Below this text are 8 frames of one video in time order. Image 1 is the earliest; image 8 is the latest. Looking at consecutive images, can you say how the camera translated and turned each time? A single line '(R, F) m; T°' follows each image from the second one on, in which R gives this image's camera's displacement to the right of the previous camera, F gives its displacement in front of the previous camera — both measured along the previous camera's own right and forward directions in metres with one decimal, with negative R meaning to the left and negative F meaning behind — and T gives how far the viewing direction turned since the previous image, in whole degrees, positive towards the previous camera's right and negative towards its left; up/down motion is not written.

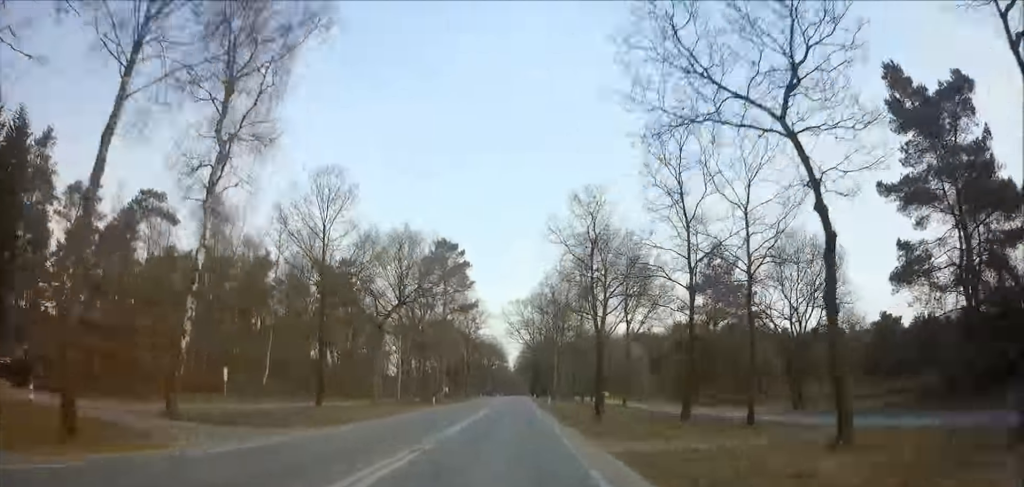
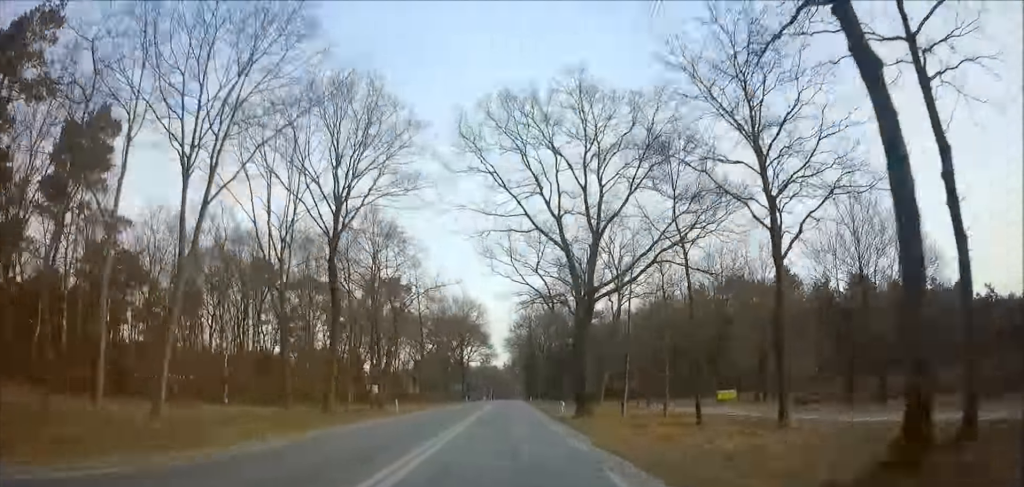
(+0.6, +64.9) m; +1°
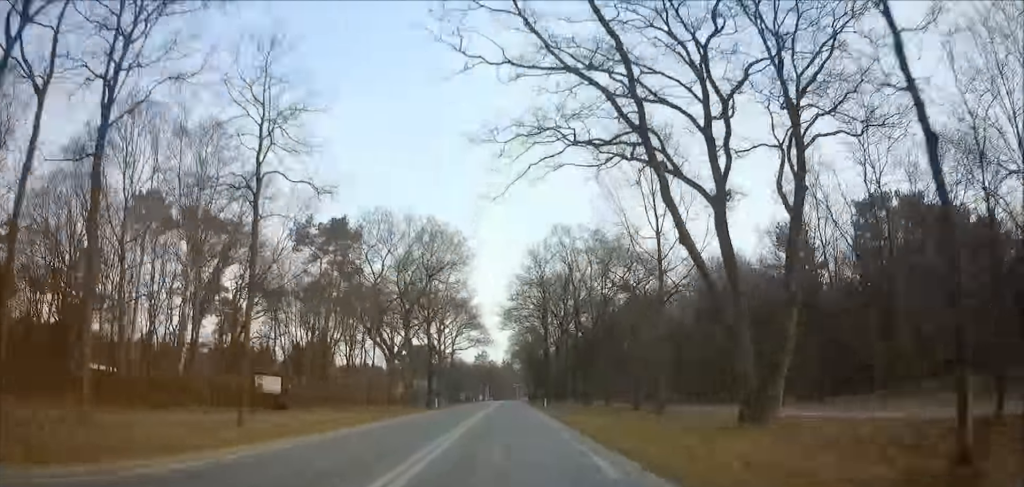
(+0.2, +33.3) m; 0°
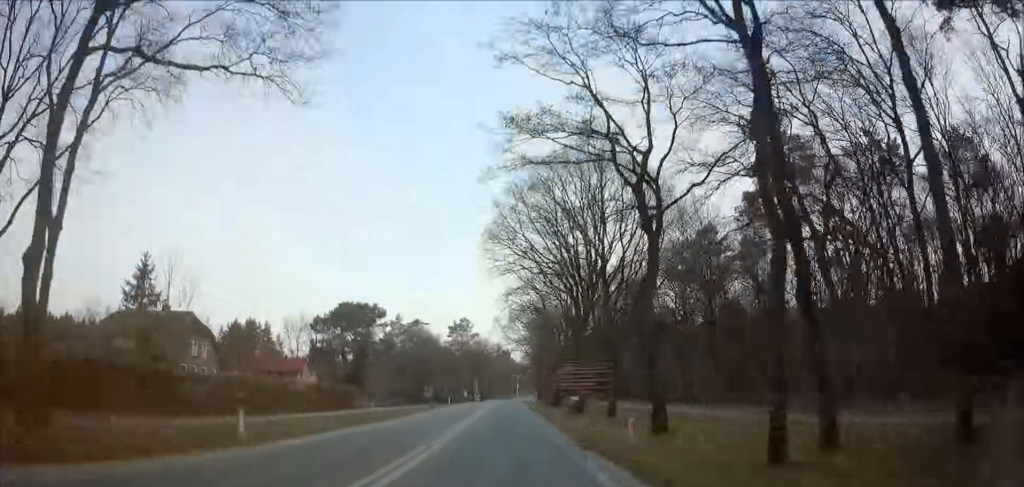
(+0.3, +84.6) m; 0°
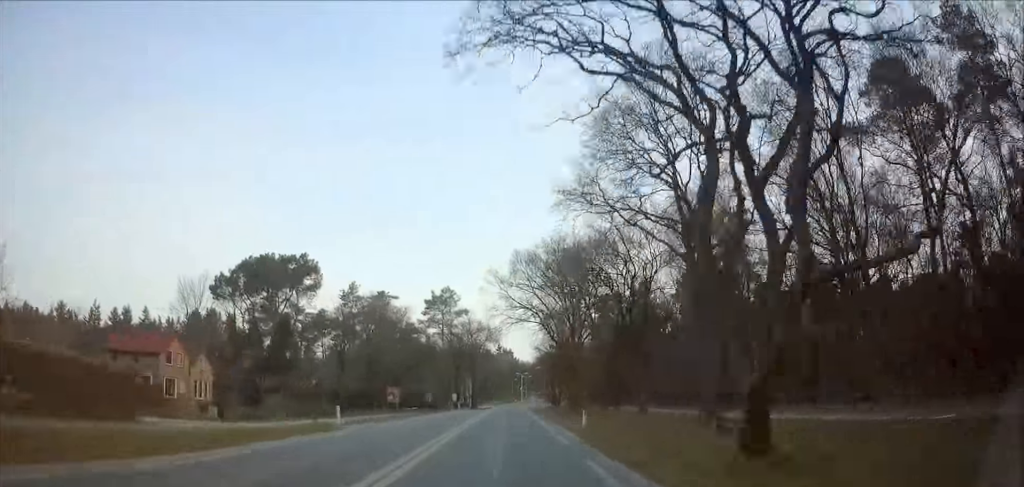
(0.0, +41.7) m; 0°
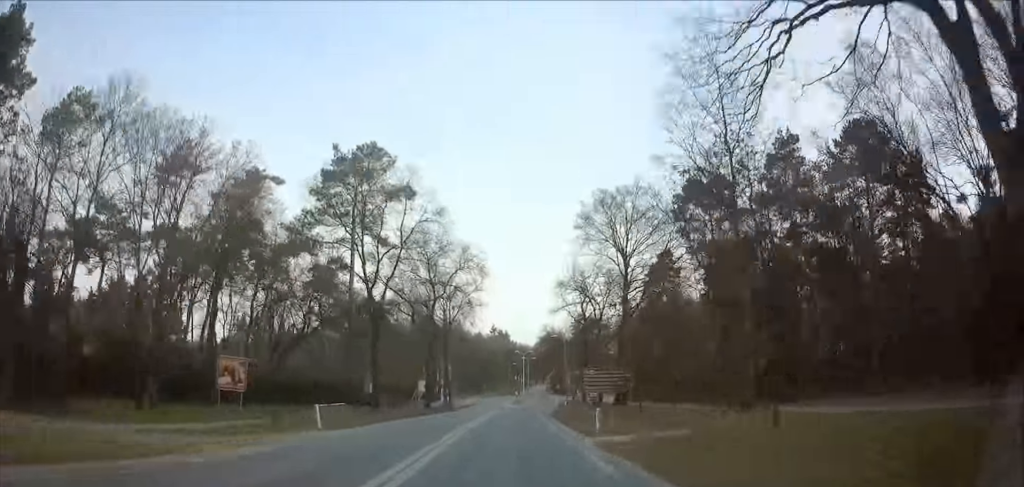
(+0.3, +53.1) m; +2°
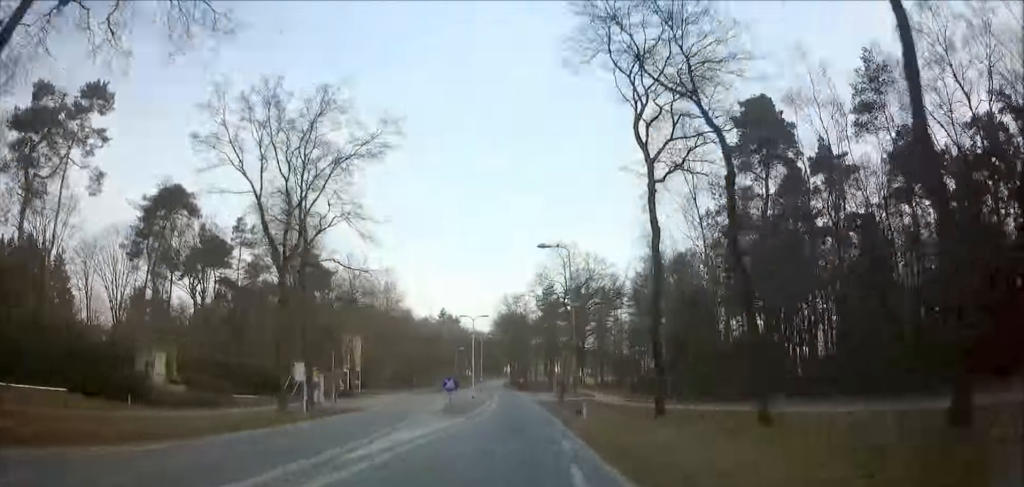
(+0.7, +43.5) m; +2°
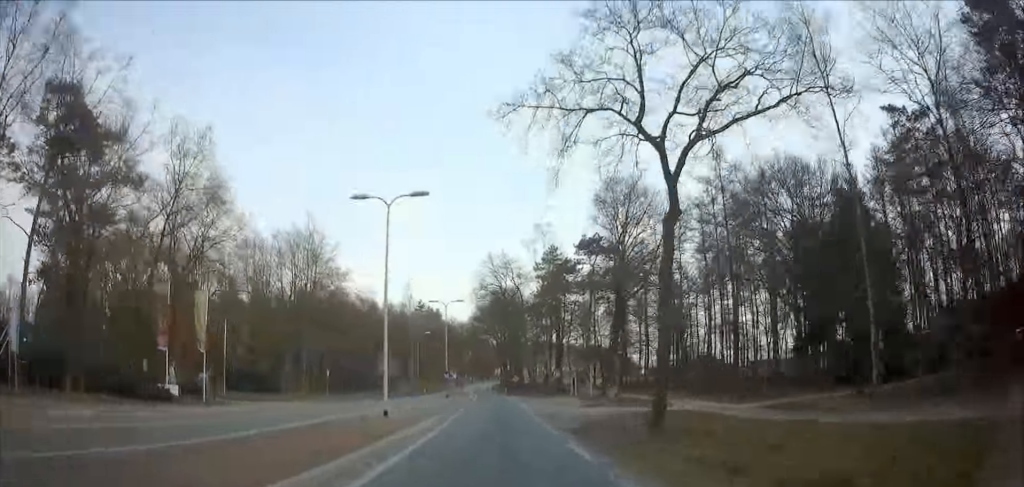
(+0.9, +38.7) m; +1°
